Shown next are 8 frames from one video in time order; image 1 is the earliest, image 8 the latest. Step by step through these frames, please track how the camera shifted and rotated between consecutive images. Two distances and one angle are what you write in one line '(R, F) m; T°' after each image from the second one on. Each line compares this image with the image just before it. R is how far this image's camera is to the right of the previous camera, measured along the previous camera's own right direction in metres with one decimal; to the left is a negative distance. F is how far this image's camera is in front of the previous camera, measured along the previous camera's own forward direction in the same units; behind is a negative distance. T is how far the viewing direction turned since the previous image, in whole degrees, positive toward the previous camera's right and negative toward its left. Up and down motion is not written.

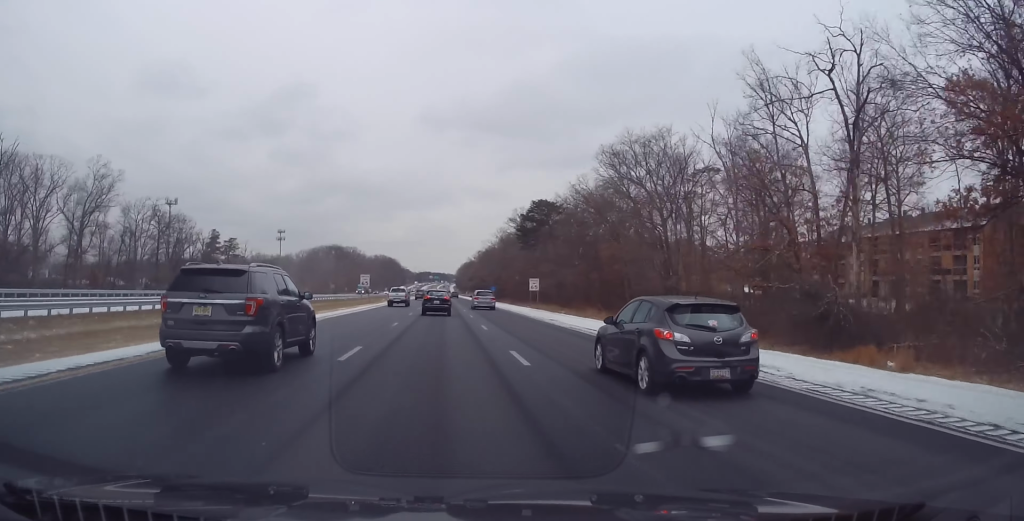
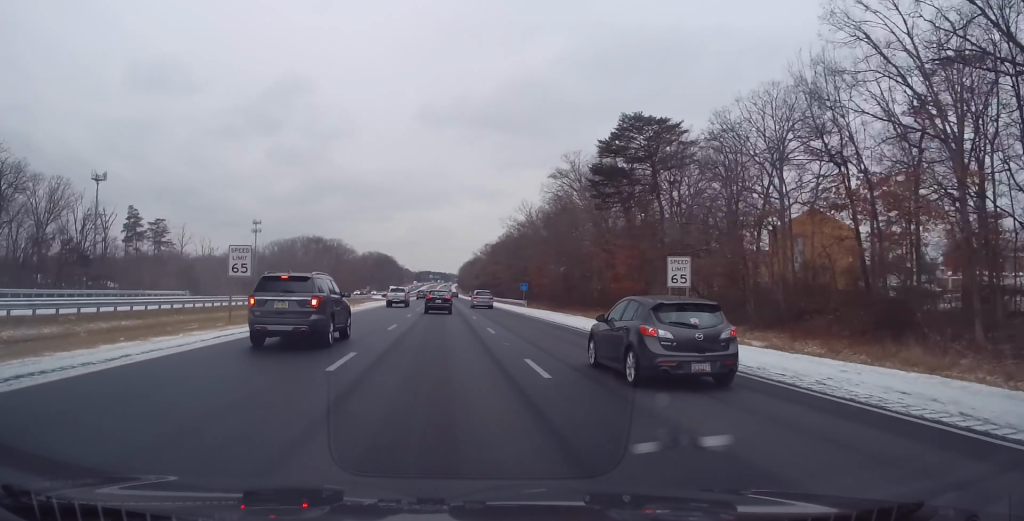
(+0.1, +51.5) m; 0°
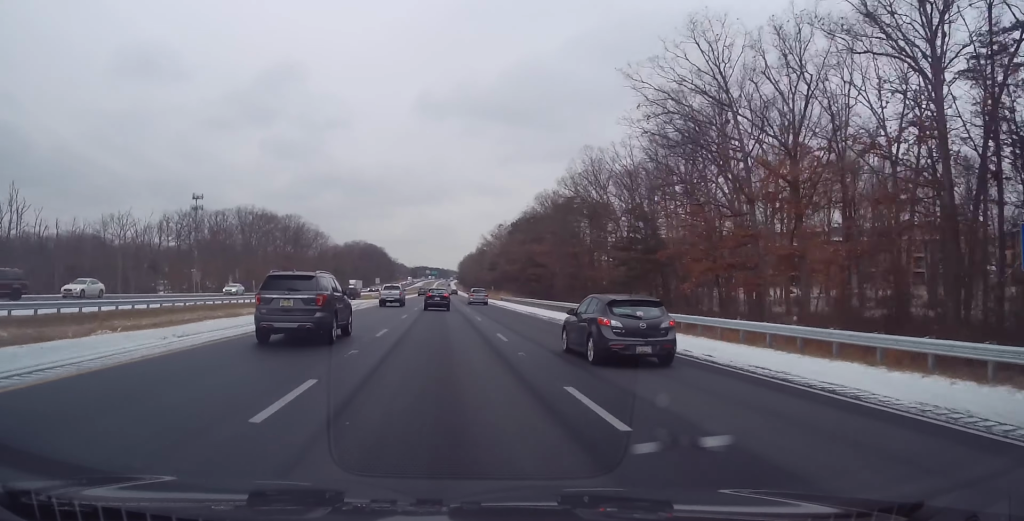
(-1.0, +78.2) m; 0°
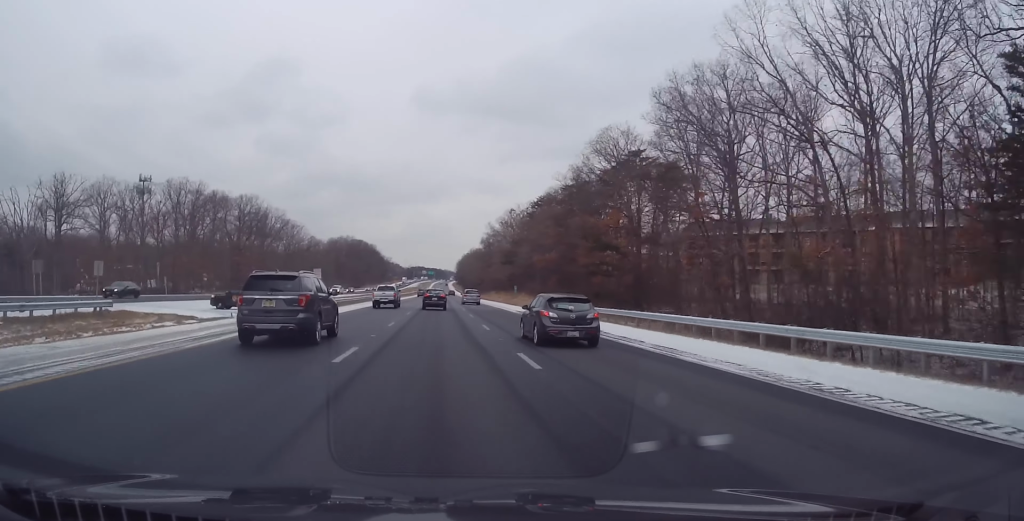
(+0.6, +44.5) m; 0°
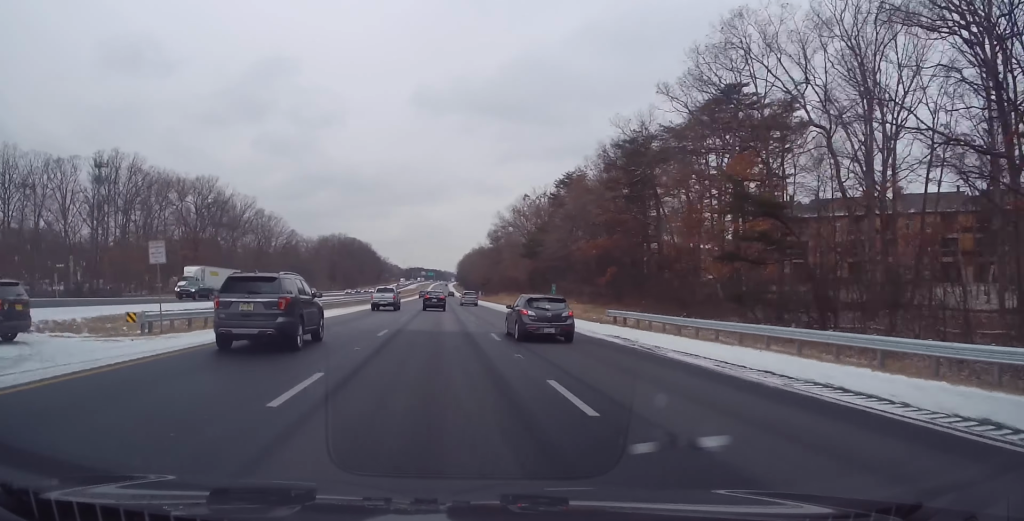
(-0.5, +28.7) m; 0°
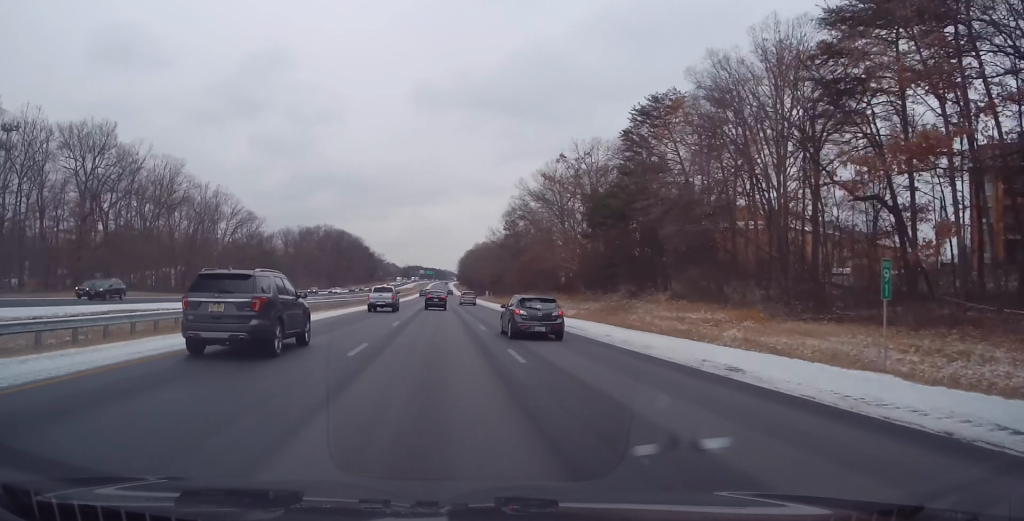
(+0.2, +43.6) m; 0°
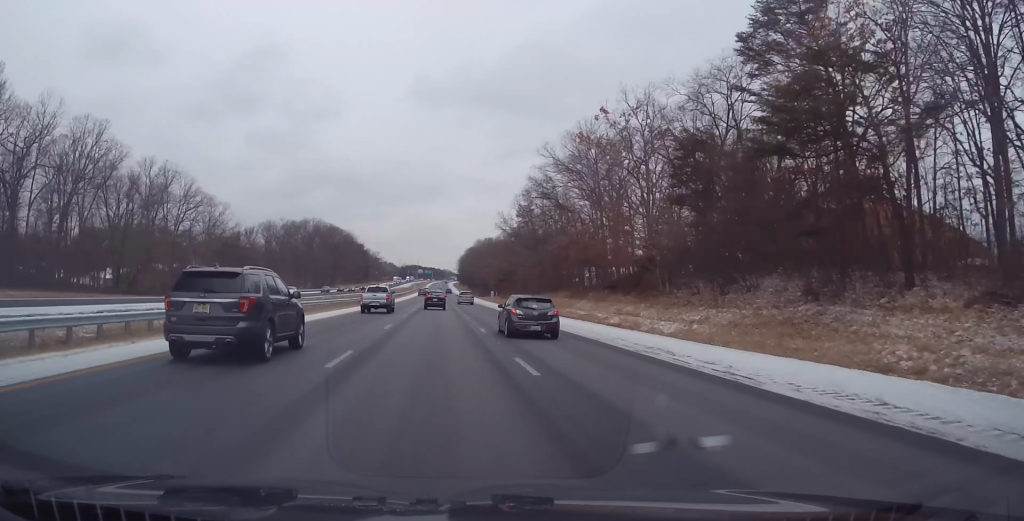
(-0.1, +26.6) m; 0°
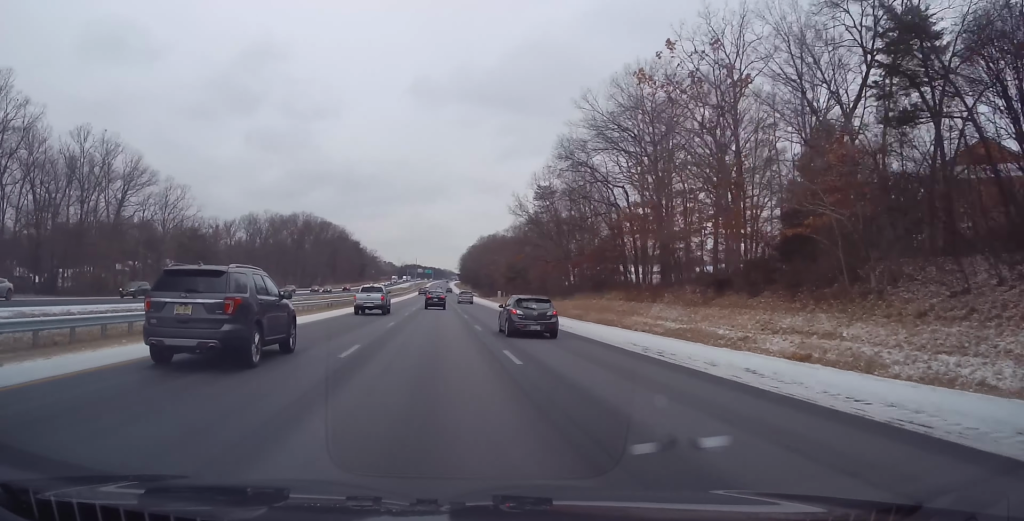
(-0.1, +22.6) m; 0°
